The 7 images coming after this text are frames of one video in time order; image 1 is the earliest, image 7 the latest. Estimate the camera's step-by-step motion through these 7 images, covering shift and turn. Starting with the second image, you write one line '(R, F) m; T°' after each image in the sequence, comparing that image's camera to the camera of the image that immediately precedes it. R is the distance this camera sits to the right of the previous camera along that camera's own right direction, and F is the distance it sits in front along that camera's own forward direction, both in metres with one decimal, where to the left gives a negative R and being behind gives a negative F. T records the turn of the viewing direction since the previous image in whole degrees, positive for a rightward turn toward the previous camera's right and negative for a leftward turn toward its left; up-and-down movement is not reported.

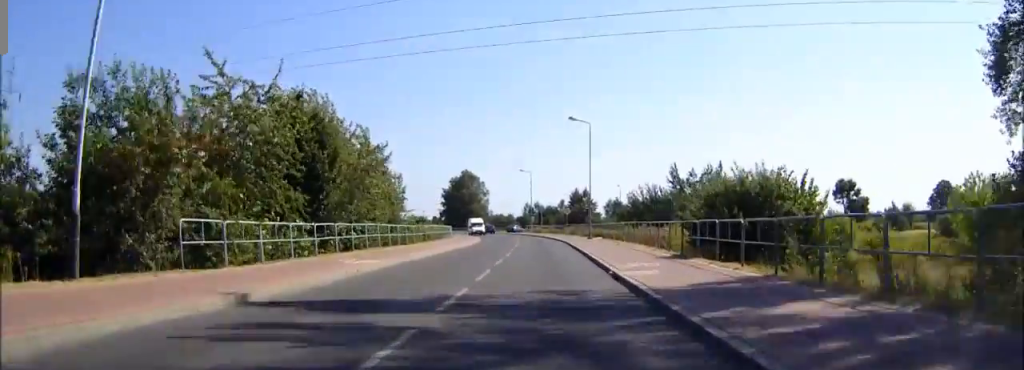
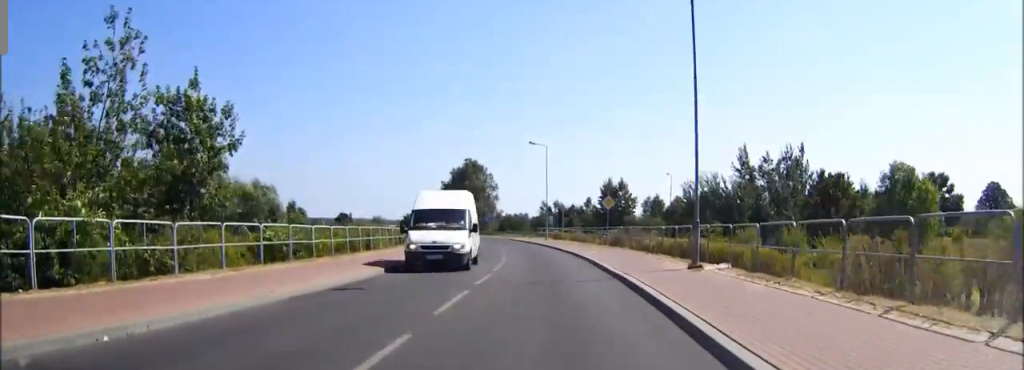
(-0.2, +36.0) m; -1°
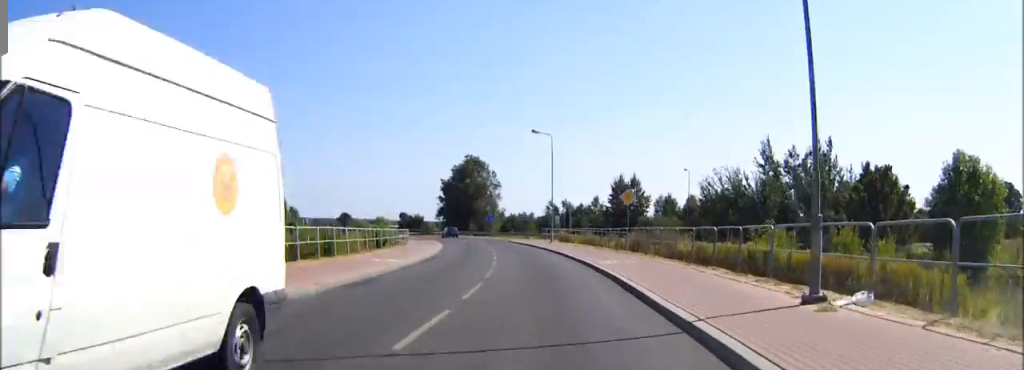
(0.0, +8.7) m; -1°
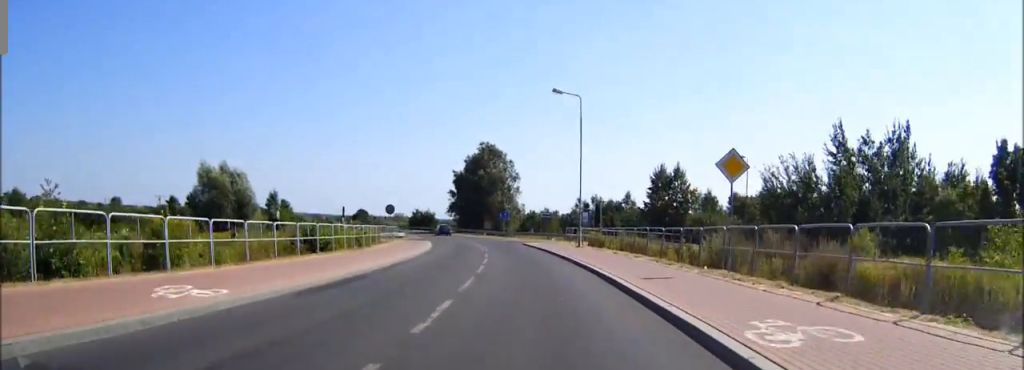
(-0.2, +16.7) m; -2°
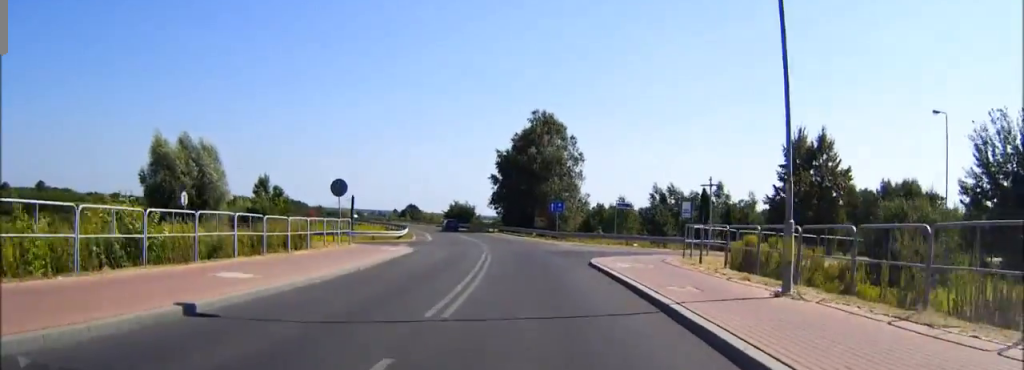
(-1.3, +29.5) m; -5°
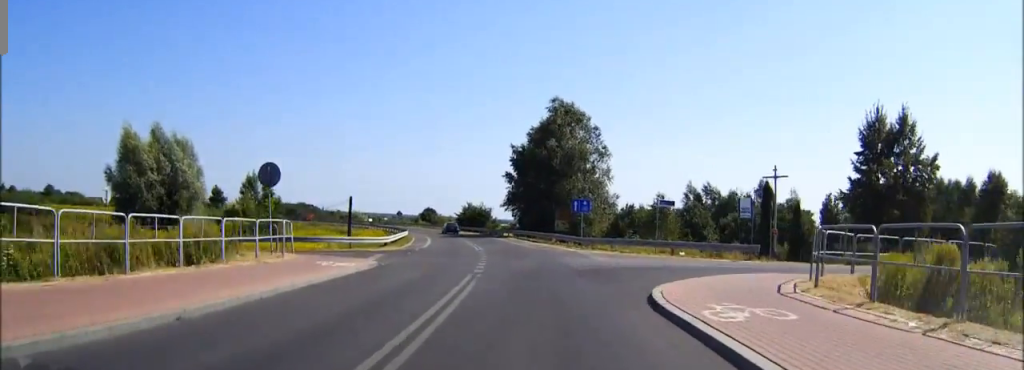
(-0.1, +10.8) m; -2°
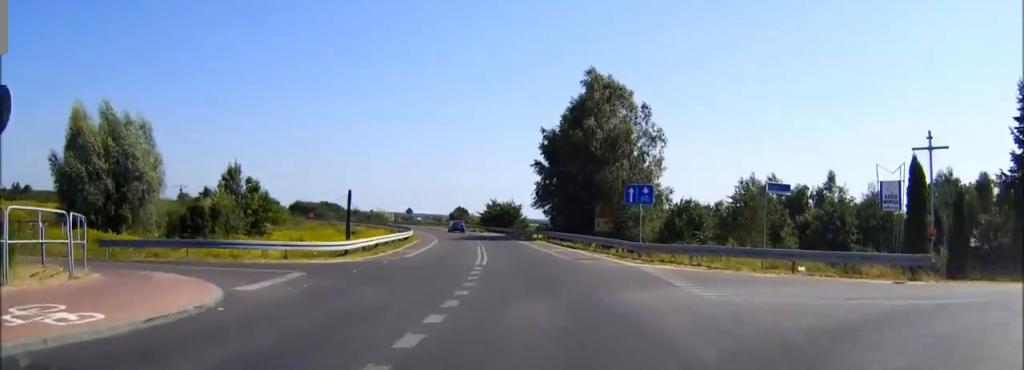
(-0.3, +14.5) m; -2°
